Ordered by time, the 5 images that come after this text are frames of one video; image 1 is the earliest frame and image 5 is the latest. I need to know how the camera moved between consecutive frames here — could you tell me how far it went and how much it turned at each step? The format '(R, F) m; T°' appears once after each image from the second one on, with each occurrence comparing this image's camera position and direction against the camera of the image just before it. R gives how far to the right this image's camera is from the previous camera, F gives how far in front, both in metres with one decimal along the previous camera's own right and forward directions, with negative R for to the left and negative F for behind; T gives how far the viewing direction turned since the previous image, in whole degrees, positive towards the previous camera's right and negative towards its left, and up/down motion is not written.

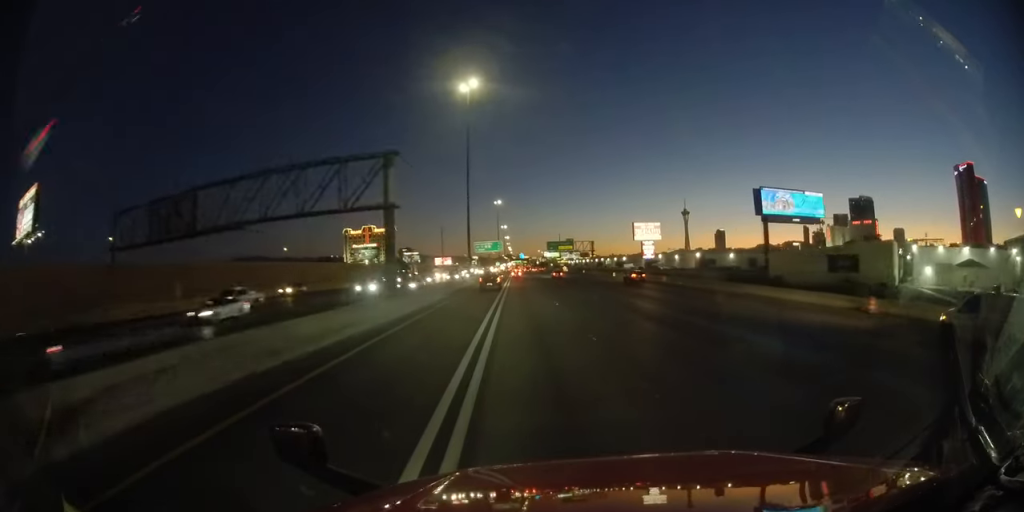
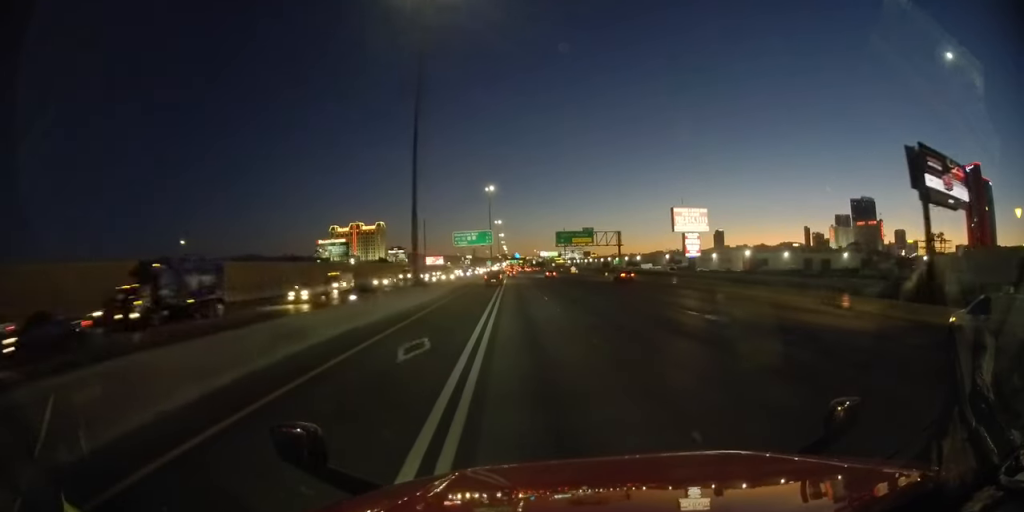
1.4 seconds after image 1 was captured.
(-0.4, +32.8) m; -1°
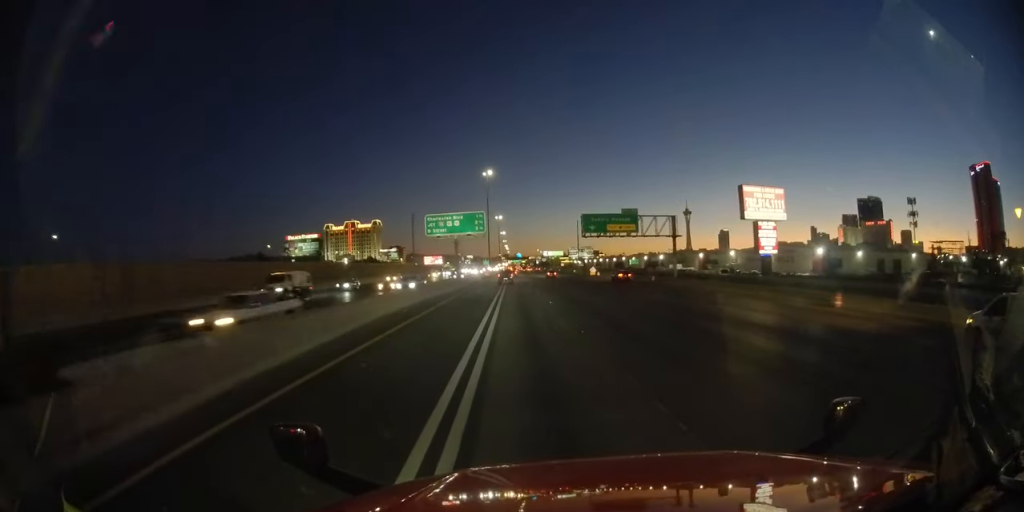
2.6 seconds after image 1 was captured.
(0.0, +26.9) m; 0°
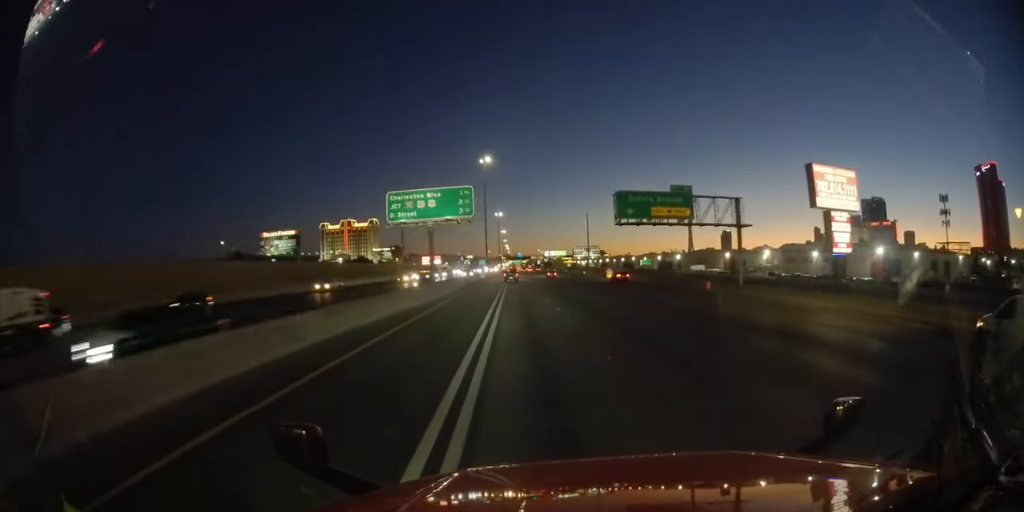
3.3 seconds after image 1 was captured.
(0.0, +16.2) m; 0°
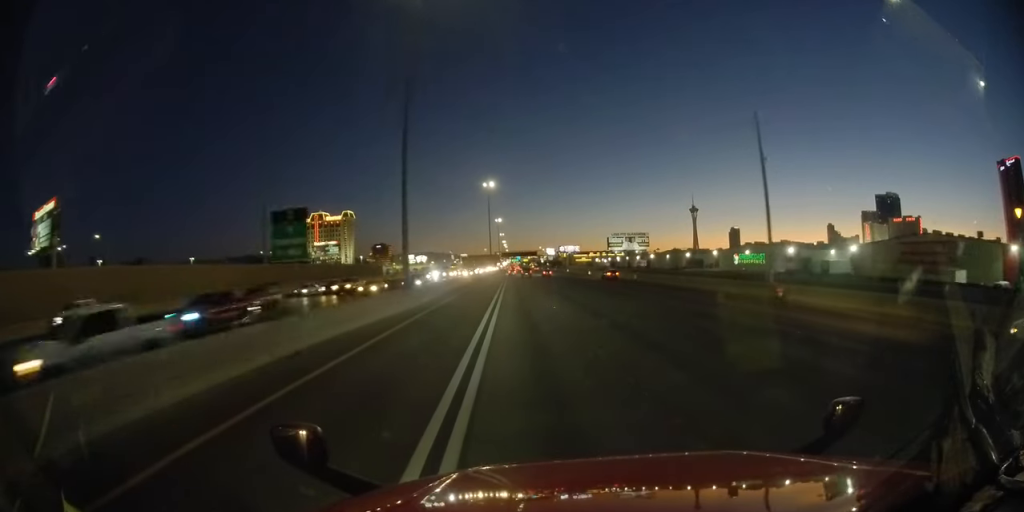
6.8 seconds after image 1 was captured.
(+0.7, +83.4) m; 0°
